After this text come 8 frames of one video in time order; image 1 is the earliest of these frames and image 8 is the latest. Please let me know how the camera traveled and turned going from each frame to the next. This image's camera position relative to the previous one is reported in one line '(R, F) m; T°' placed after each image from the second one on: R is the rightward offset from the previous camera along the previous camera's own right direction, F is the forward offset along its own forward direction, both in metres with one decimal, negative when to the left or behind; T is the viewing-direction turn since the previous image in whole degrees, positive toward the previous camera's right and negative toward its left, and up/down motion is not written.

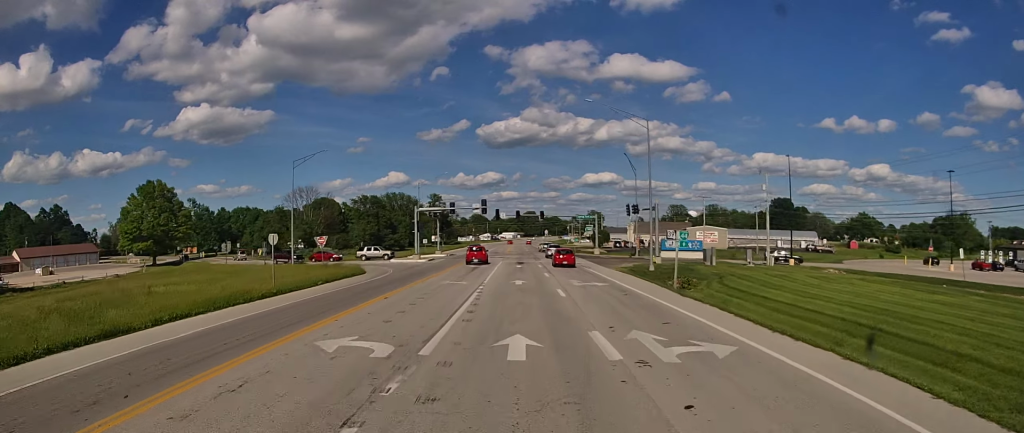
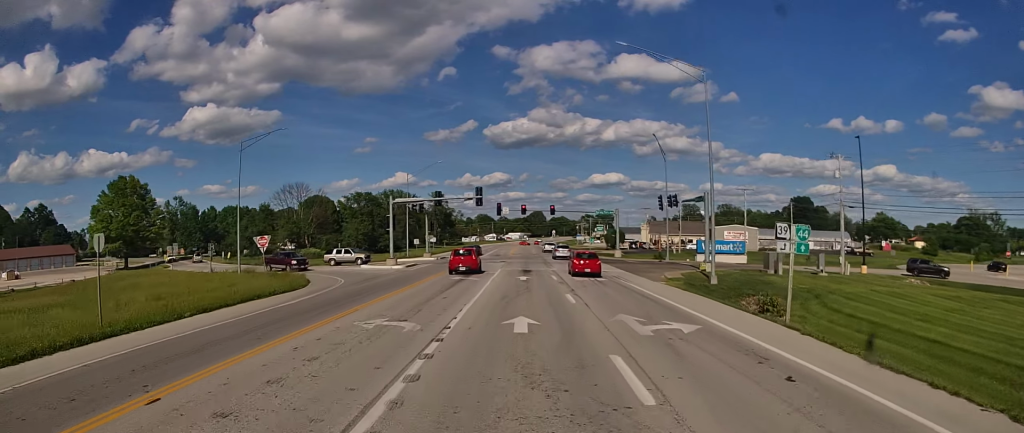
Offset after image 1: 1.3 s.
(-0.5, +16.1) m; -1°
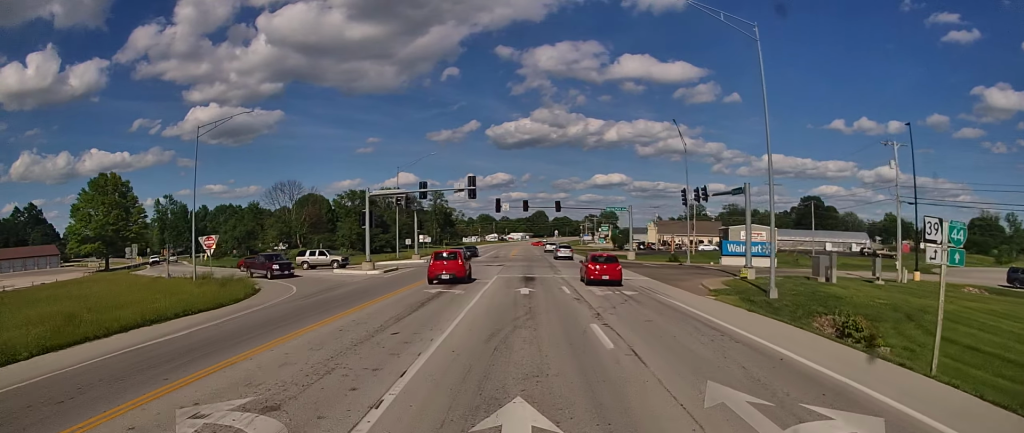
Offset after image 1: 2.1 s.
(+0.1, +9.4) m; +2°
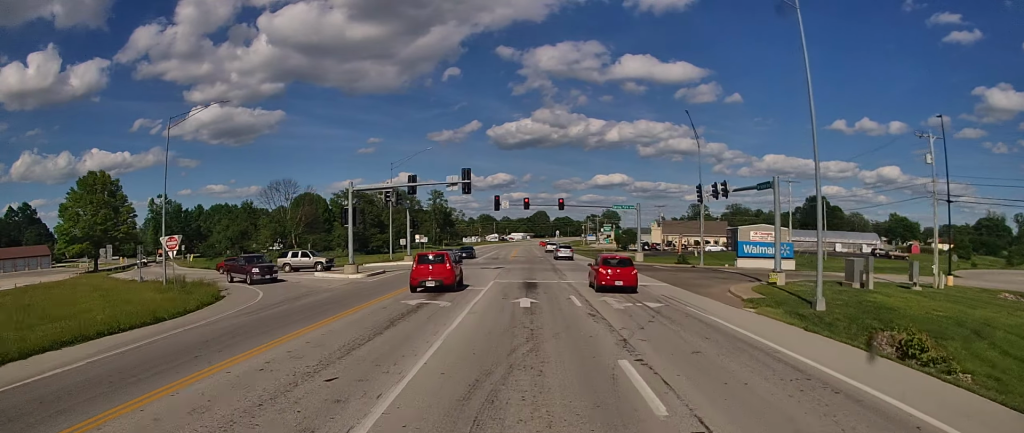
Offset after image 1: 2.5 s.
(+0.1, +5.0) m; 0°
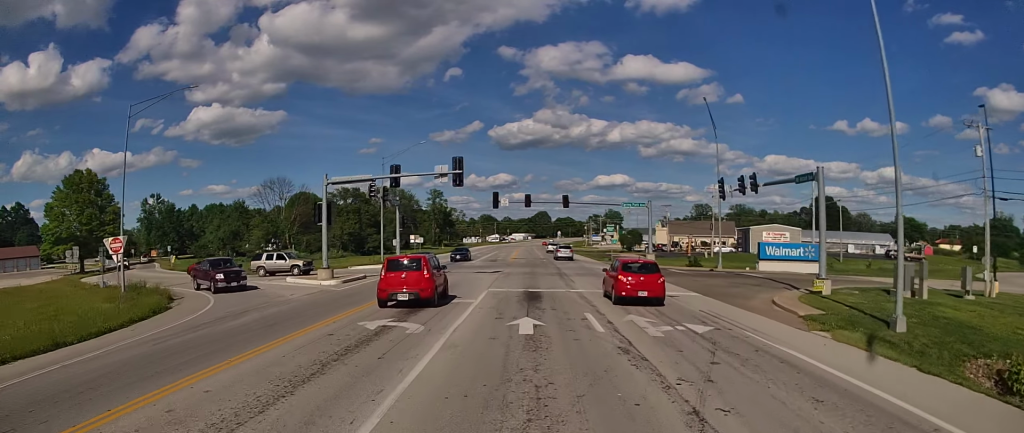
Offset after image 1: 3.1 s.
(+0.2, +6.3) m; 0°
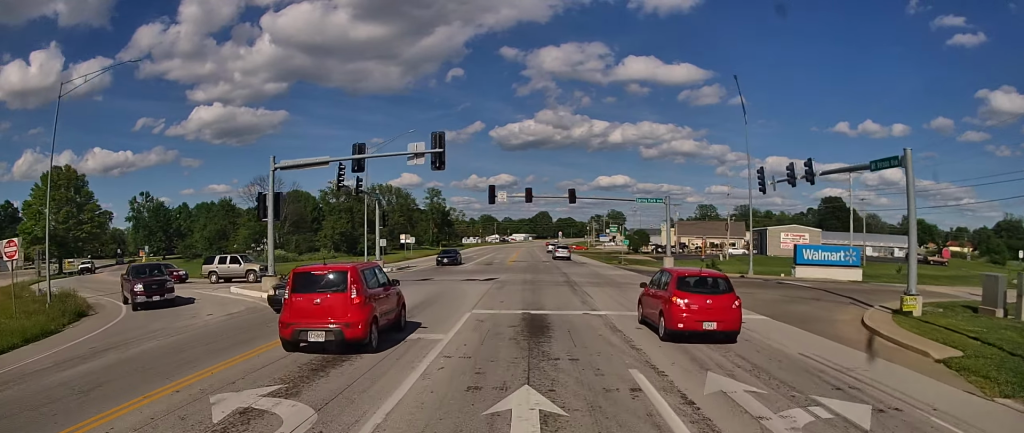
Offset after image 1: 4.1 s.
(-0.2, +9.0) m; +1°
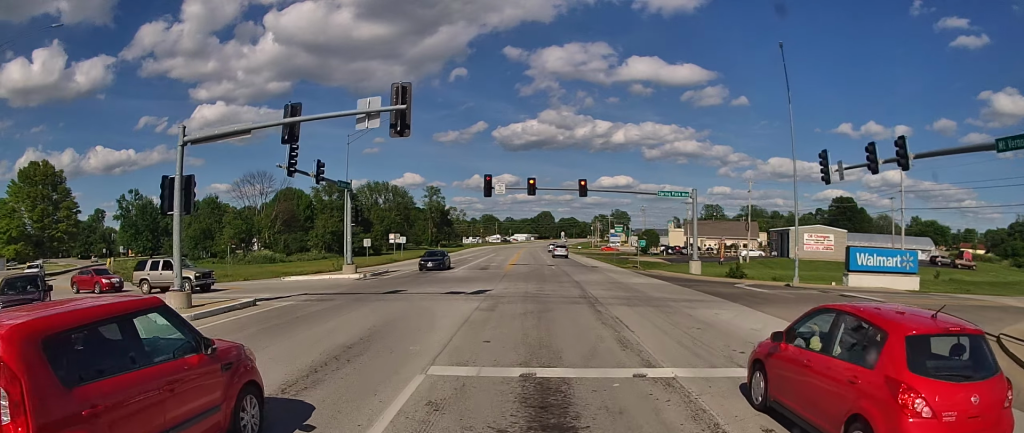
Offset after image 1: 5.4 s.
(0.0, +9.9) m; -3°
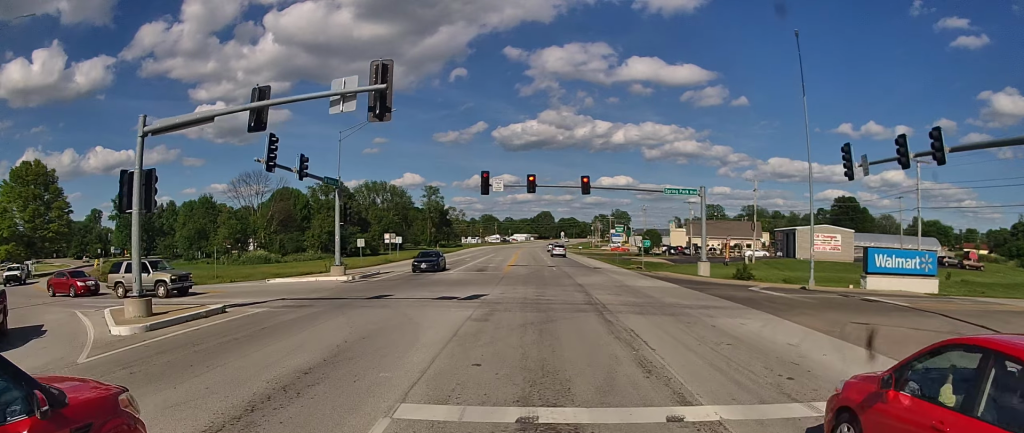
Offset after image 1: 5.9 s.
(-0.3, +3.0) m; 0°
